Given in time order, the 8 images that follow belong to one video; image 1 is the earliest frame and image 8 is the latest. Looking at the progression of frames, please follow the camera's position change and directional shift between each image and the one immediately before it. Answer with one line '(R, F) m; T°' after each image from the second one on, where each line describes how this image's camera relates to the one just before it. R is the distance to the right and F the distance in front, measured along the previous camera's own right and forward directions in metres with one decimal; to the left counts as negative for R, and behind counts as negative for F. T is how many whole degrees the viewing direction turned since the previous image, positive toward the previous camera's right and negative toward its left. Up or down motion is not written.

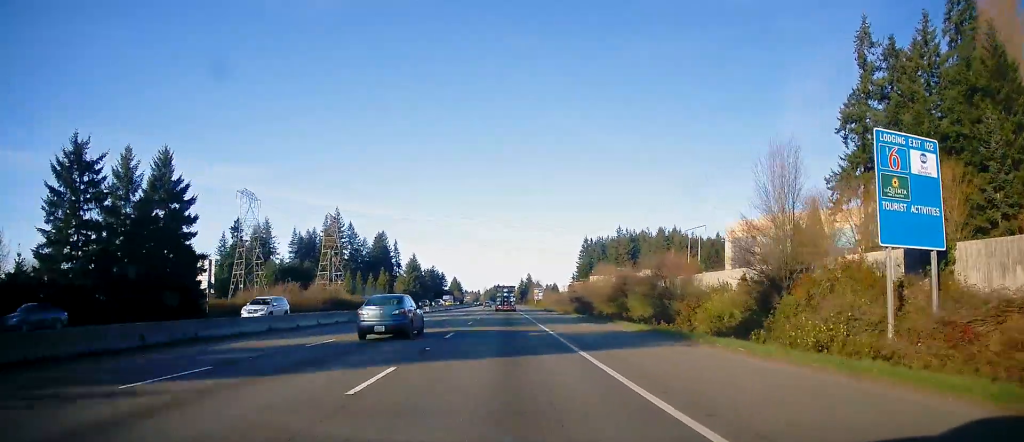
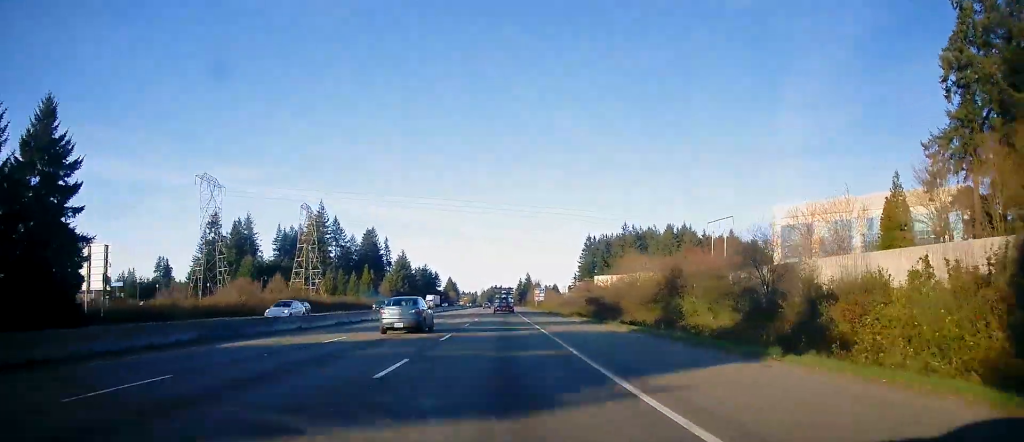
(0.0, +22.5) m; 0°
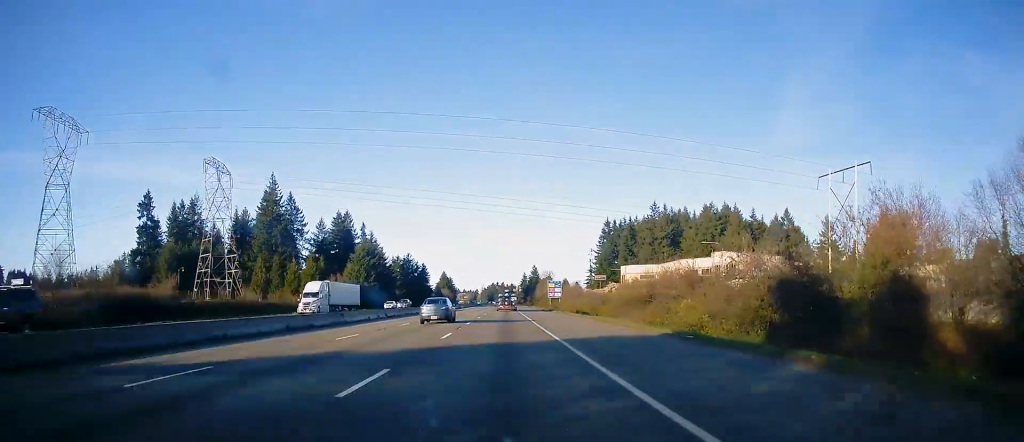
(+0.7, +59.5) m; 0°
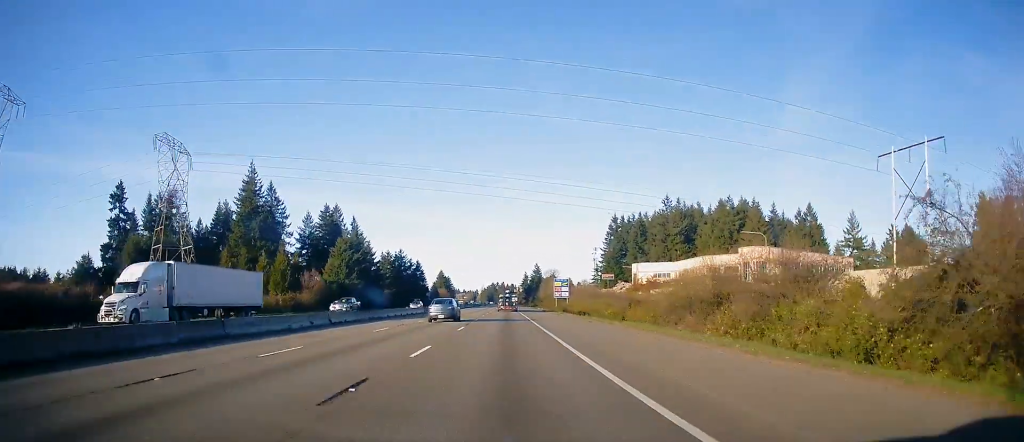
(-0.1, +18.9) m; 0°
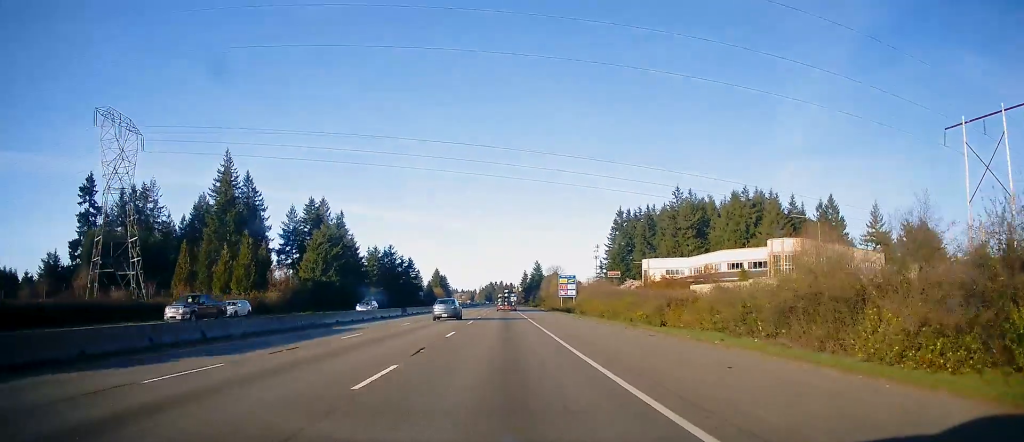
(-0.1, +17.1) m; 0°
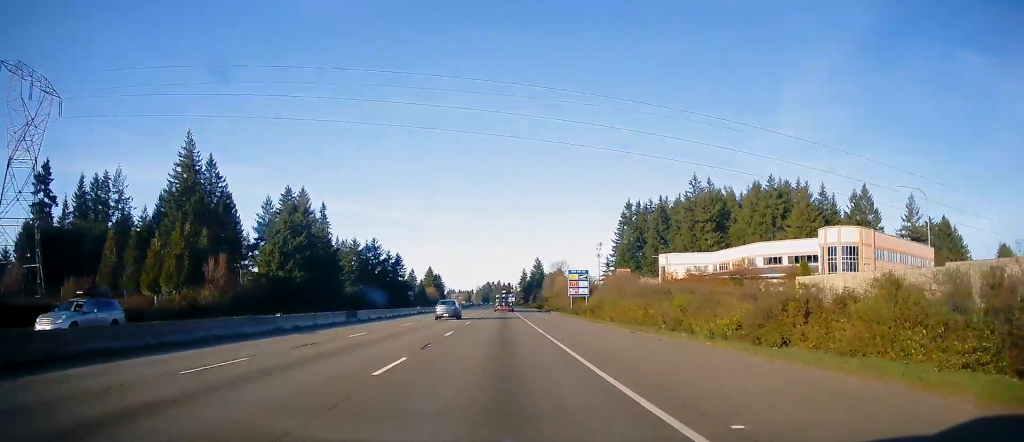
(+0.3, +22.9) m; 0°
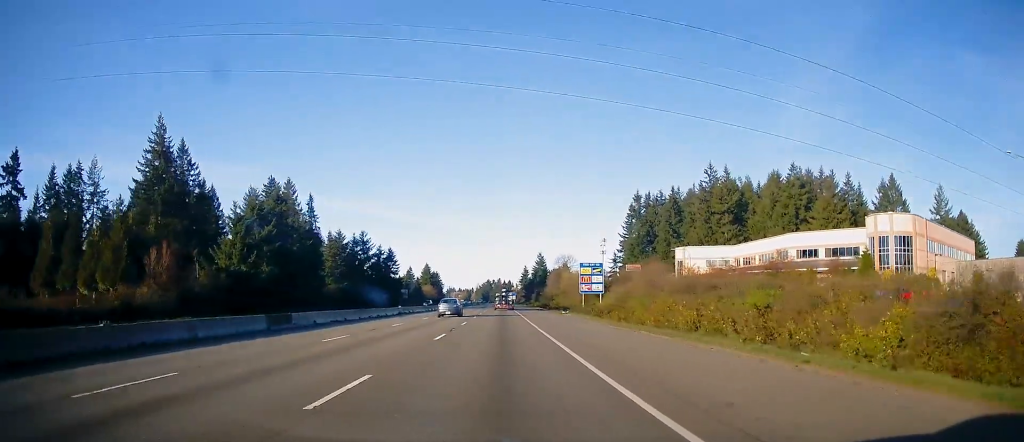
(-0.1, +15.4) m; 0°
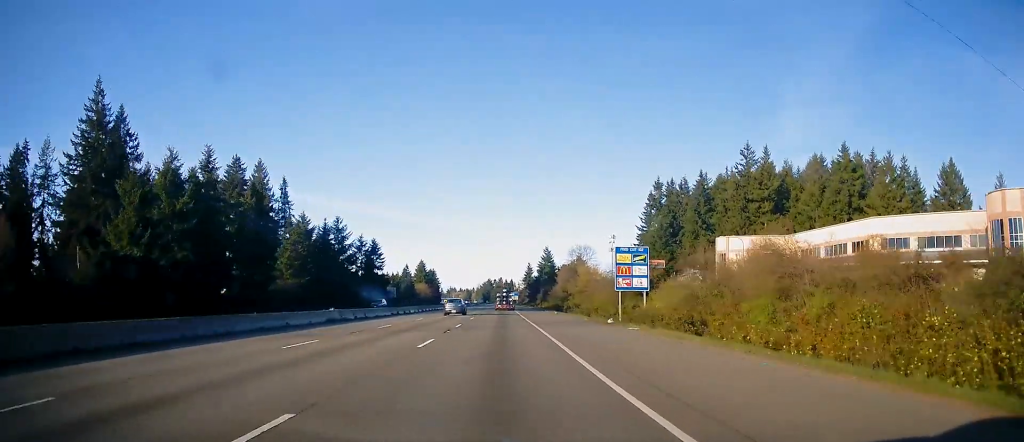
(-0.2, +27.9) m; 0°
